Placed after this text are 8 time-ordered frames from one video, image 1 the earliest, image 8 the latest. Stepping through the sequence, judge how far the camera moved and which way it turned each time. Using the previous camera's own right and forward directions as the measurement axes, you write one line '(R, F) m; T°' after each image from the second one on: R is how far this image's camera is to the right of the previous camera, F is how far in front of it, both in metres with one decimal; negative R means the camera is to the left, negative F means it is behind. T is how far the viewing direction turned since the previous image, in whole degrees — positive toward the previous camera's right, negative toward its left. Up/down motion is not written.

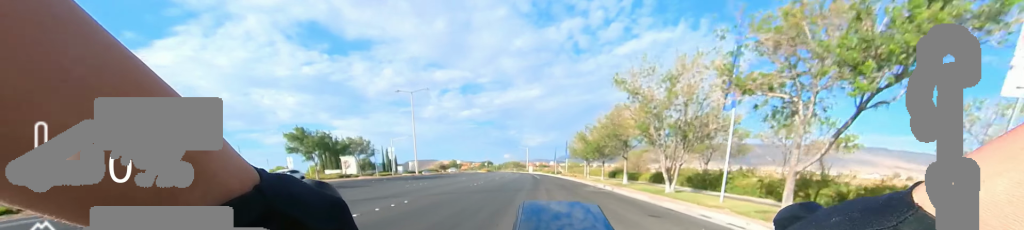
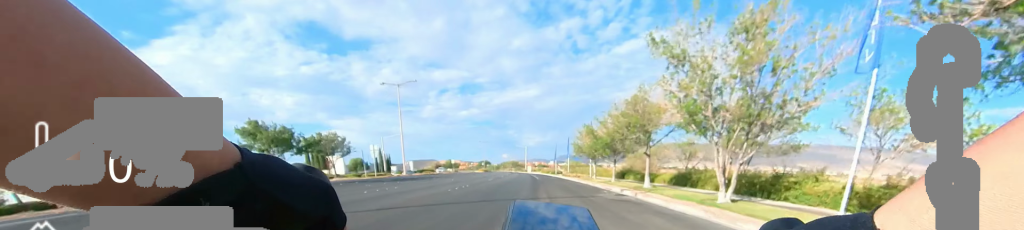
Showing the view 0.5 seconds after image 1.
(+0.1, +4.3) m; +1°
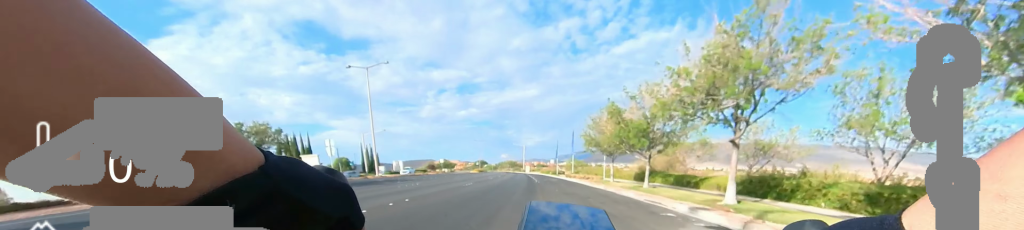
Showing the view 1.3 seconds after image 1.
(0.0, +7.7) m; 0°
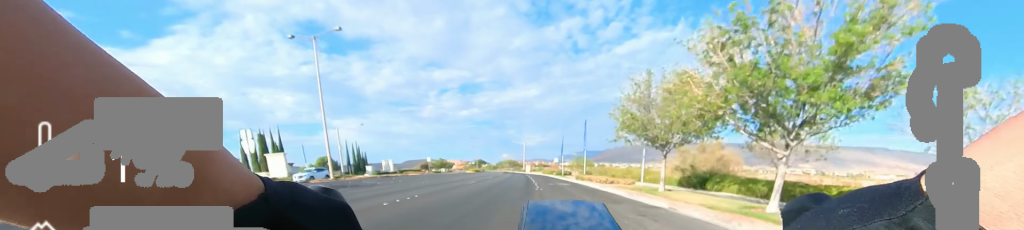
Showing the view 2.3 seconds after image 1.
(0.0, +9.3) m; -4°
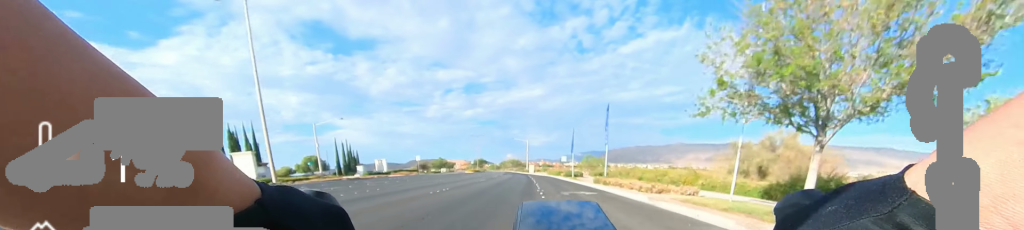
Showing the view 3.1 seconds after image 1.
(-0.5, +7.4) m; -3°
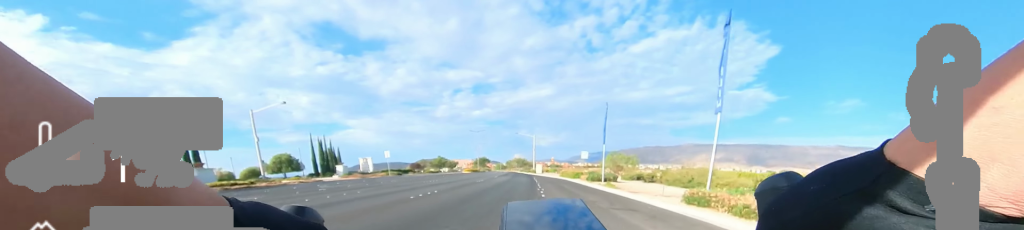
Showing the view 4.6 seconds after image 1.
(-0.1, +13.8) m; 0°
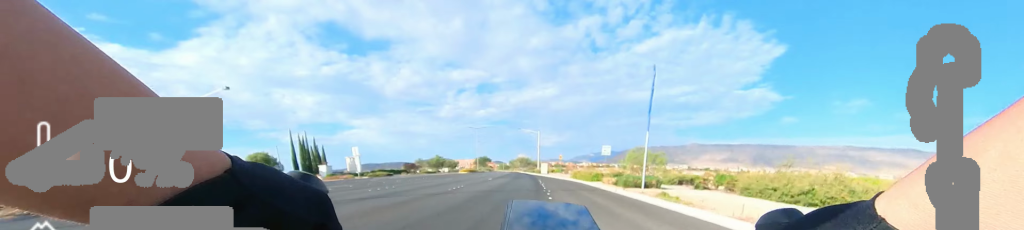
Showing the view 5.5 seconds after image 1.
(0.0, +8.3) m; 0°
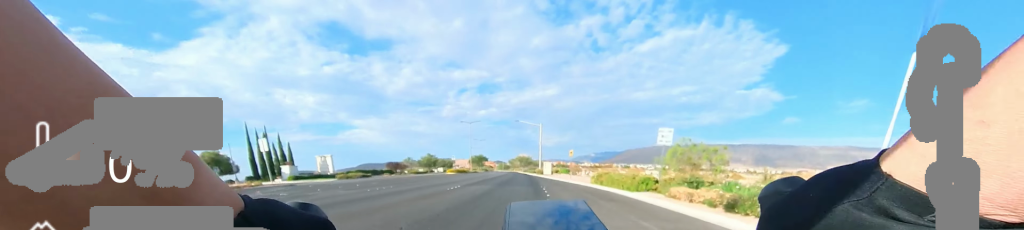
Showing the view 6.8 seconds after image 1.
(0.0, +11.3) m; +1°
